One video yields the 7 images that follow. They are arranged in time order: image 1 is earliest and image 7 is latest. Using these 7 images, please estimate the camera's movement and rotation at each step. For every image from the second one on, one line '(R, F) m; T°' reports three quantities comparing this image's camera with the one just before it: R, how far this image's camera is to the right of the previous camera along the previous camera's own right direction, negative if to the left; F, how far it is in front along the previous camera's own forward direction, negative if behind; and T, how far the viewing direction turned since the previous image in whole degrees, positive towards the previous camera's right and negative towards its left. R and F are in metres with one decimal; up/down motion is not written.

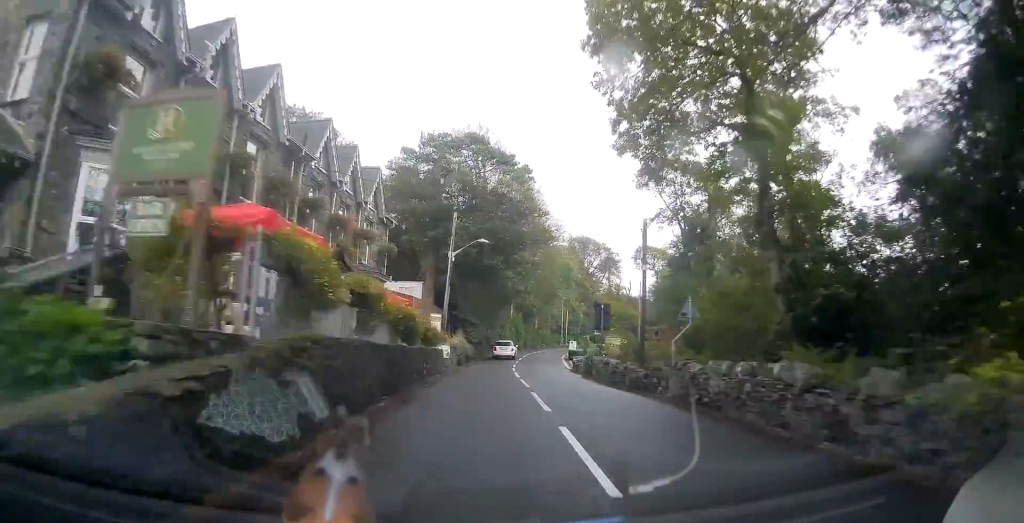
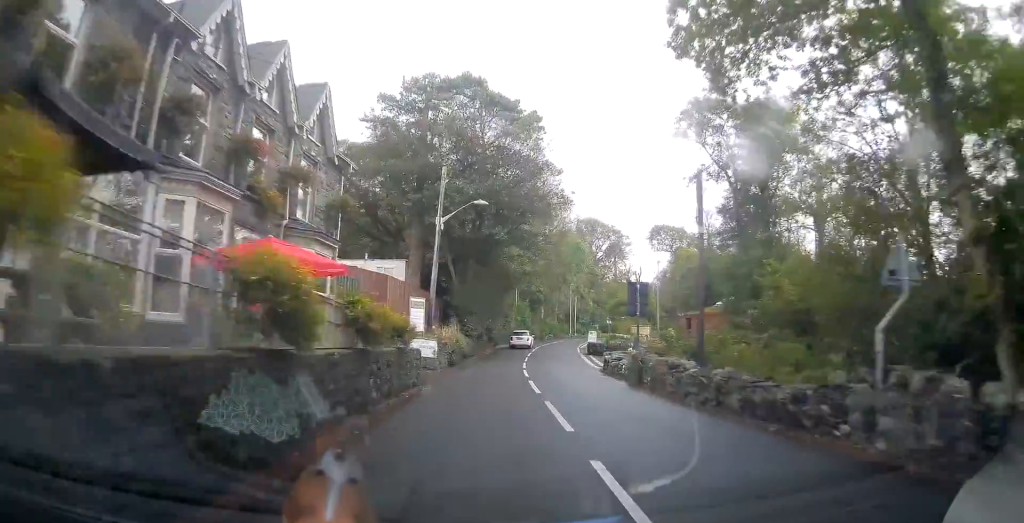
(-0.3, +8.7) m; -2°
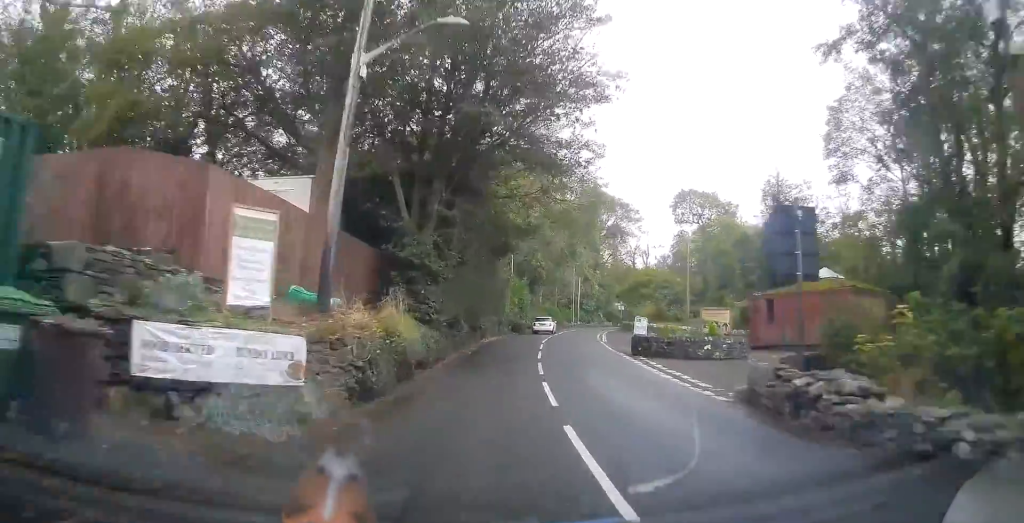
(-0.3, +16.0) m; 0°
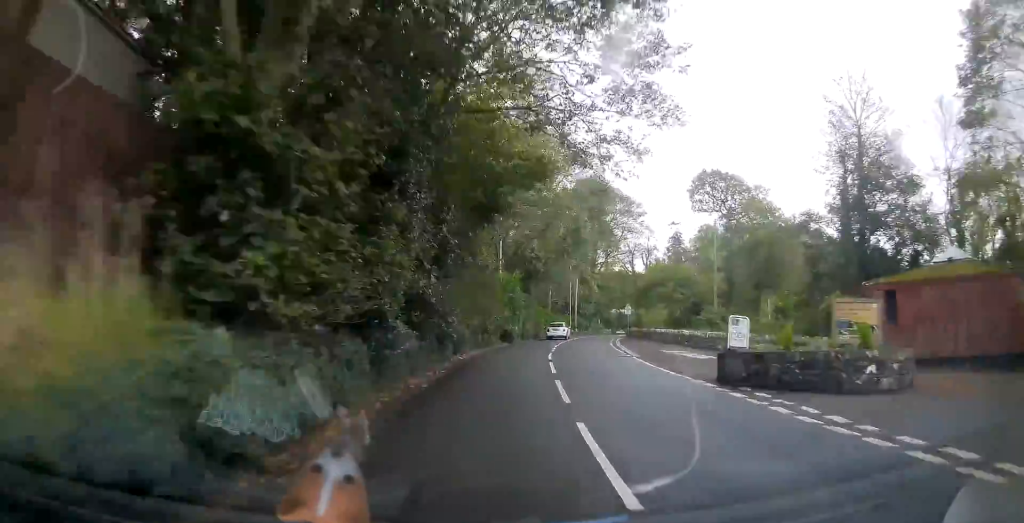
(+0.3, +11.4) m; +3°
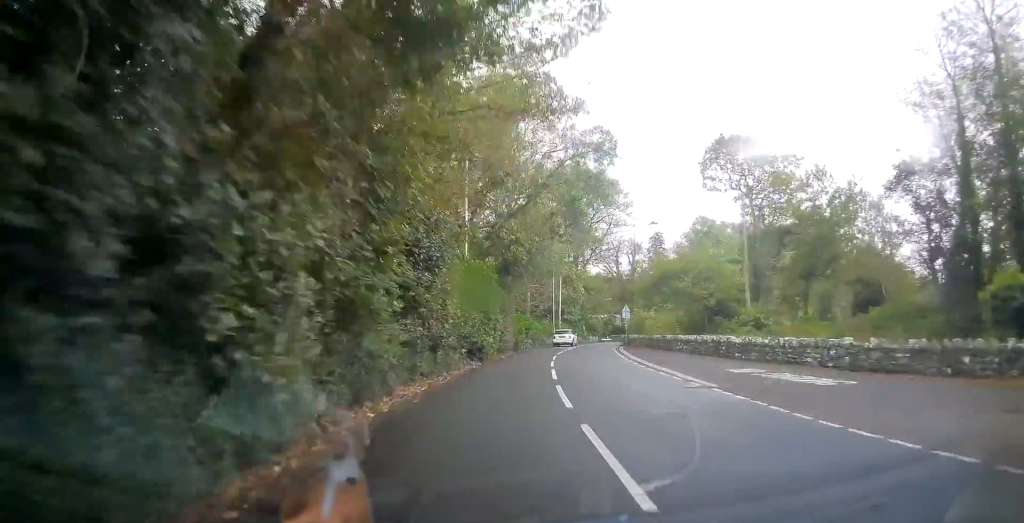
(+0.3, +11.9) m; +2°
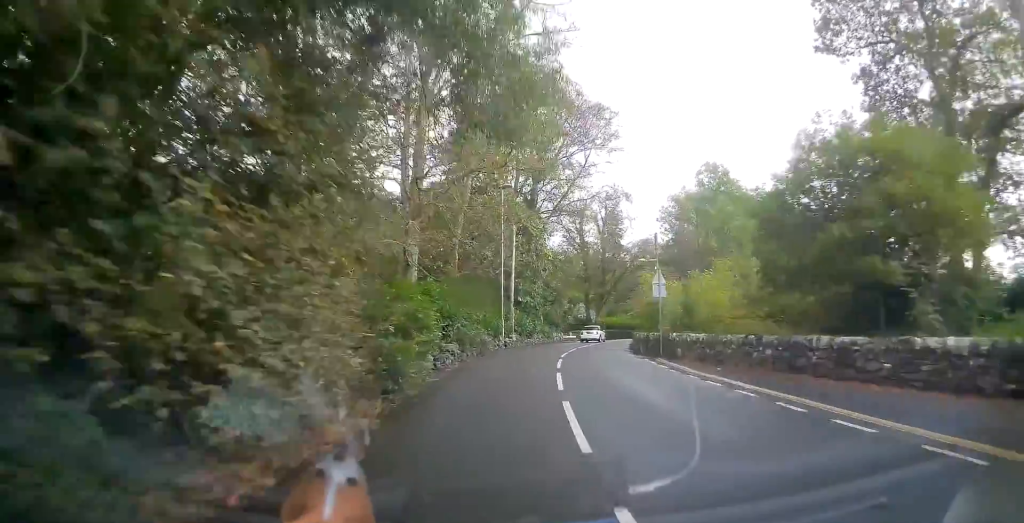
(+0.7, +28.6) m; +4°
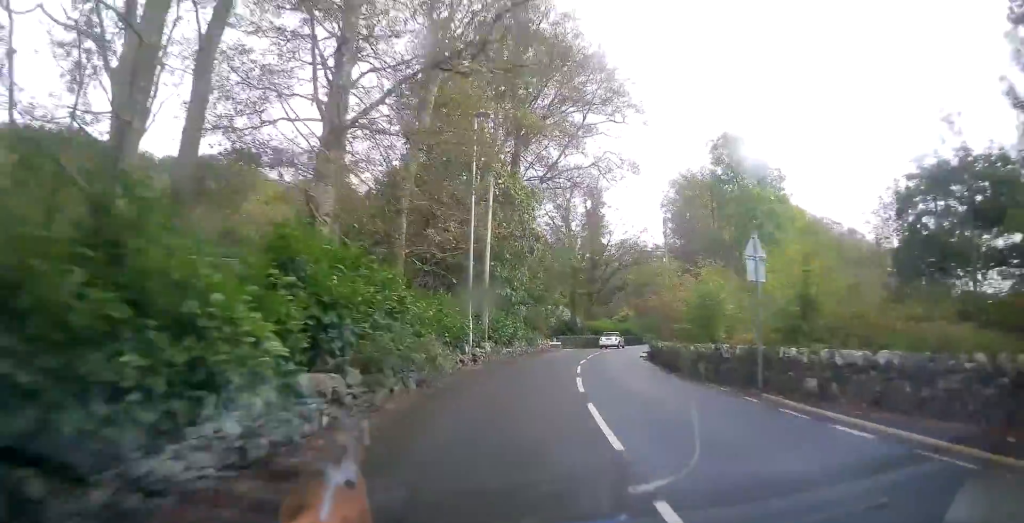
(+0.3, +11.6) m; +3°
